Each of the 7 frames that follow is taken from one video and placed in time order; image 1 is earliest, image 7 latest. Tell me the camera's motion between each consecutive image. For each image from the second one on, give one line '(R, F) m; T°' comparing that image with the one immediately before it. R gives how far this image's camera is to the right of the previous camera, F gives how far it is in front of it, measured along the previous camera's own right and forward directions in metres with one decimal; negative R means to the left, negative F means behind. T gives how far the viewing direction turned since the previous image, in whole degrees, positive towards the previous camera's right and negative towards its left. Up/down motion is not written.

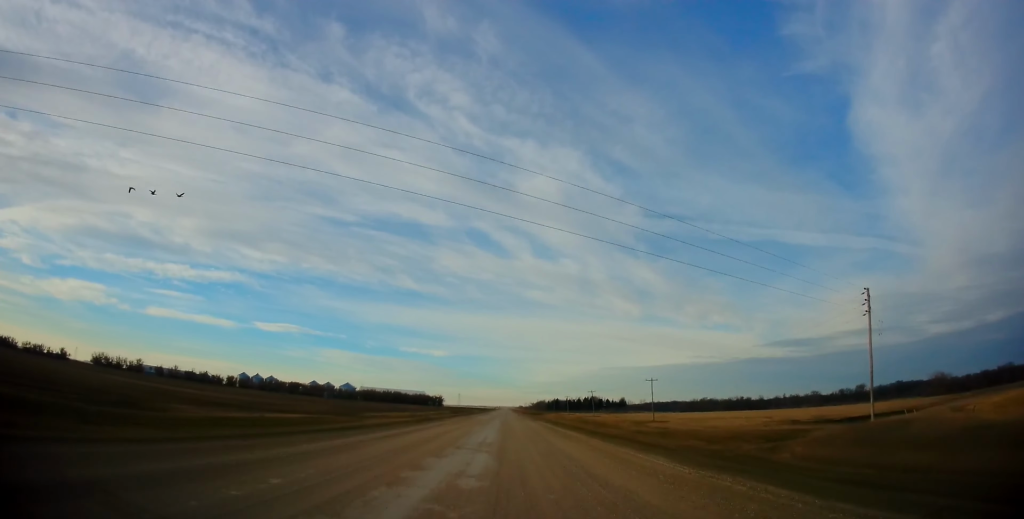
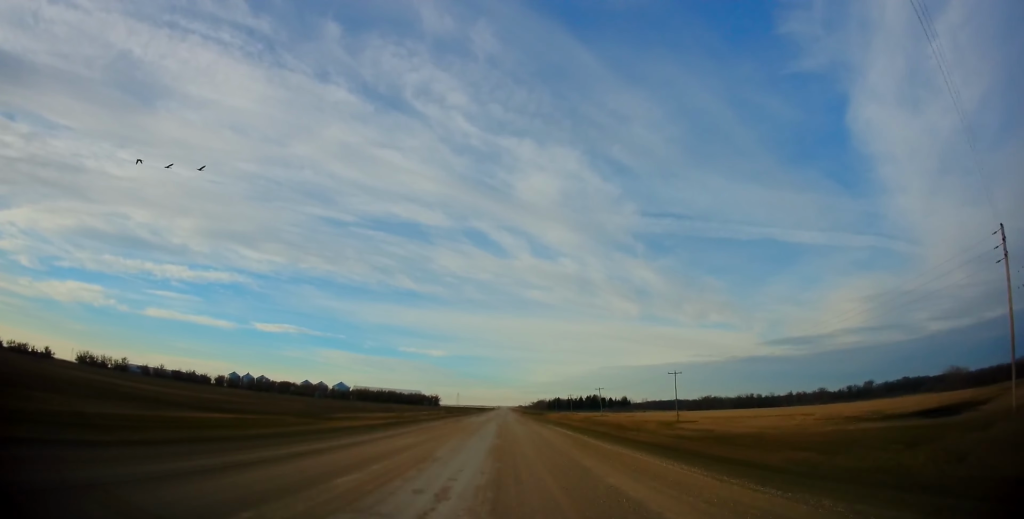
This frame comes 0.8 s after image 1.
(0.0, +17.1) m; 0°
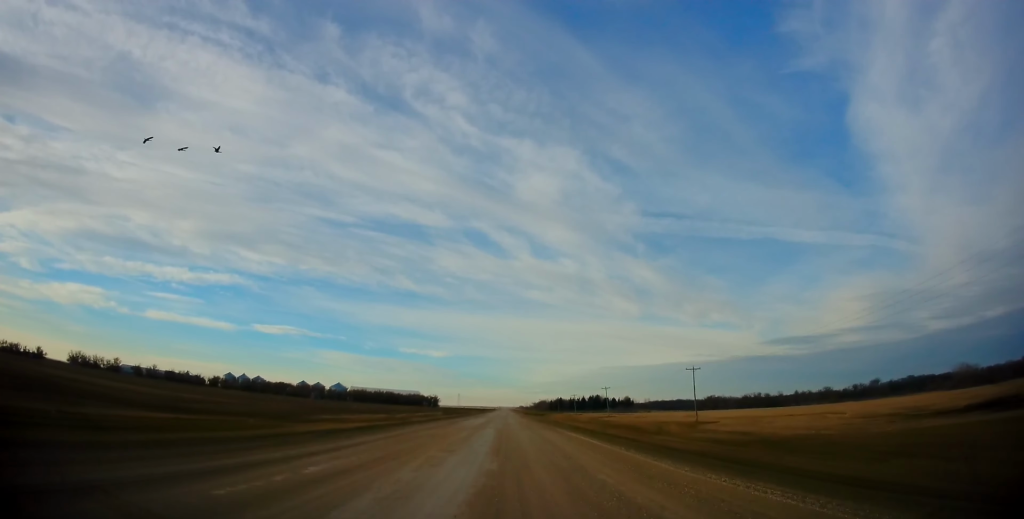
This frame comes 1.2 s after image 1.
(-0.1, +9.7) m; 0°
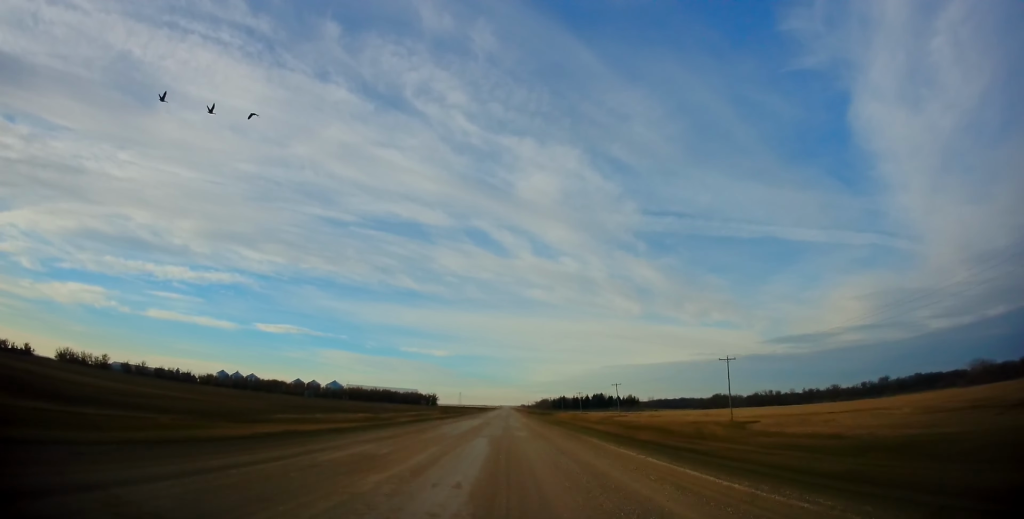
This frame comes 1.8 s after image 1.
(+0.1, +13.9) m; 0°
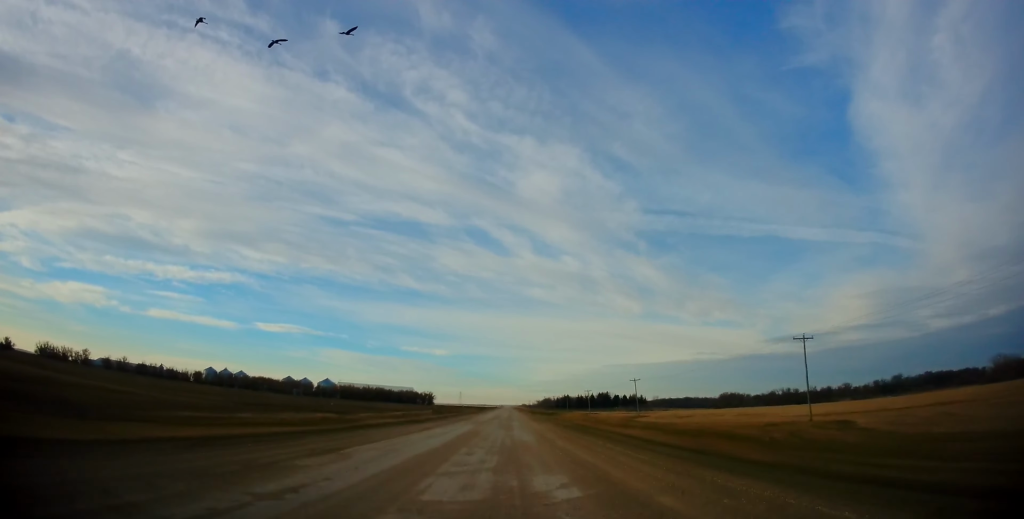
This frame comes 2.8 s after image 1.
(-0.1, +20.4) m; 0°
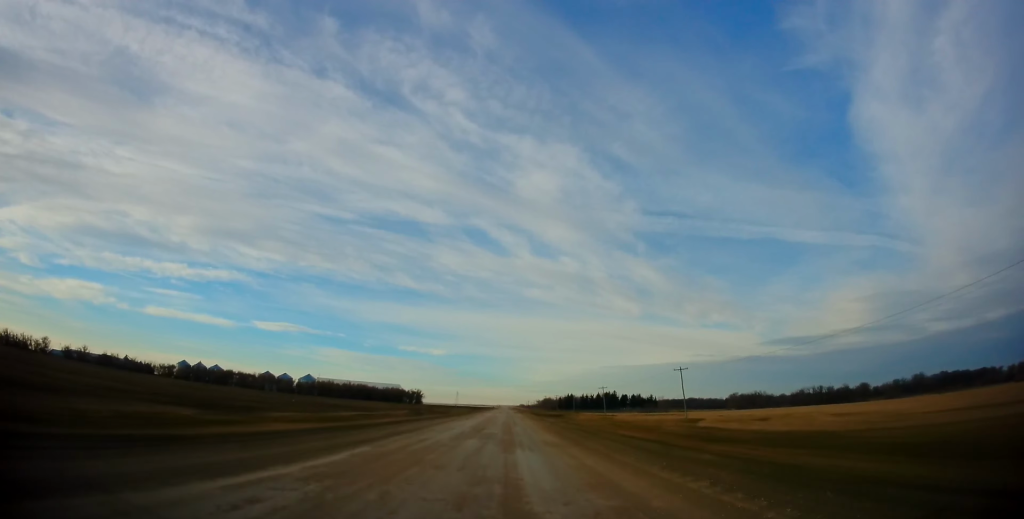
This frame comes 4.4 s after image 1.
(+0.4, +34.8) m; +1°
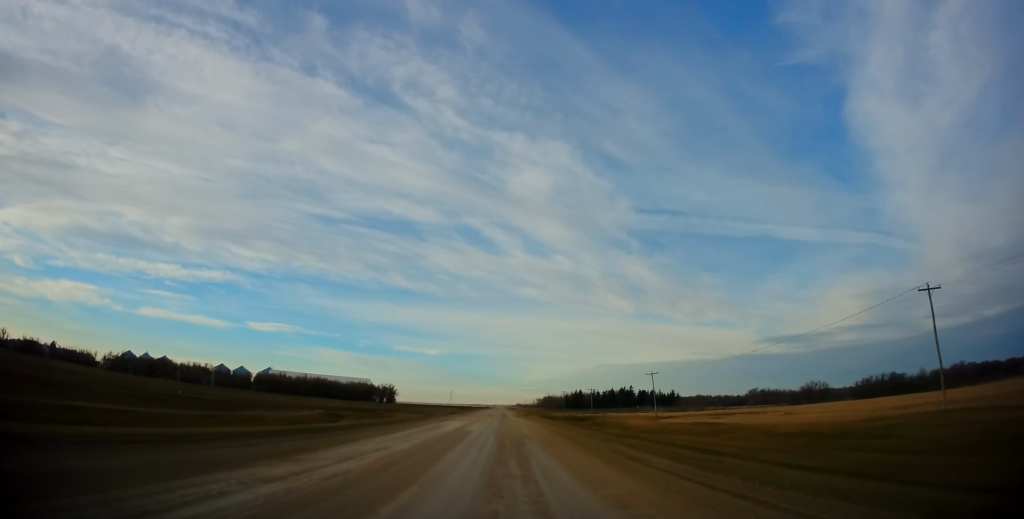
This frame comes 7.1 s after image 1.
(-0.4, +54.2) m; -1°
